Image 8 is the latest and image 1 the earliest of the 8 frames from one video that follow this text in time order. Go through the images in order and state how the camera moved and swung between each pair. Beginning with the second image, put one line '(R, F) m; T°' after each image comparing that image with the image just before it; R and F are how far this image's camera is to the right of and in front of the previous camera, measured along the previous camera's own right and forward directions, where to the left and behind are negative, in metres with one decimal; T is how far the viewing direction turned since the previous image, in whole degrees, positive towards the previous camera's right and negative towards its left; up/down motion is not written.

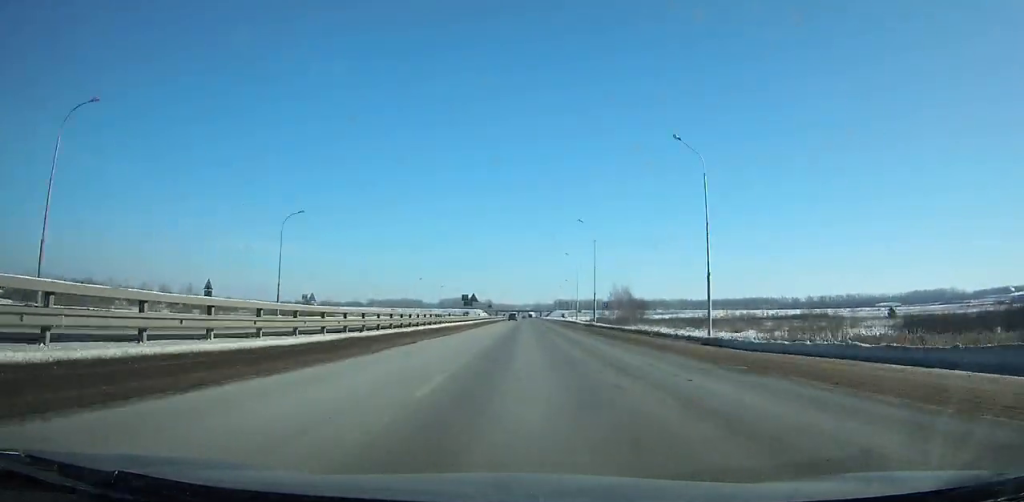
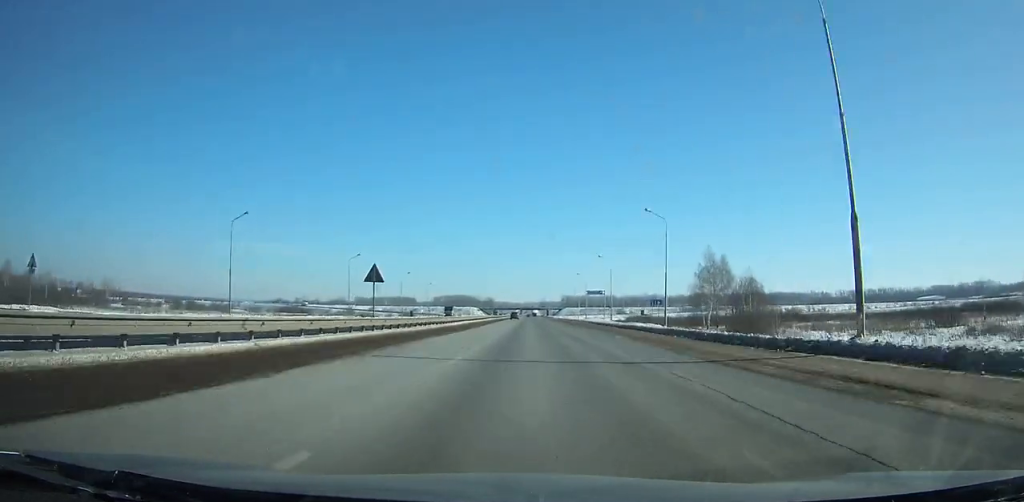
(-0.1, +101.2) m; 0°
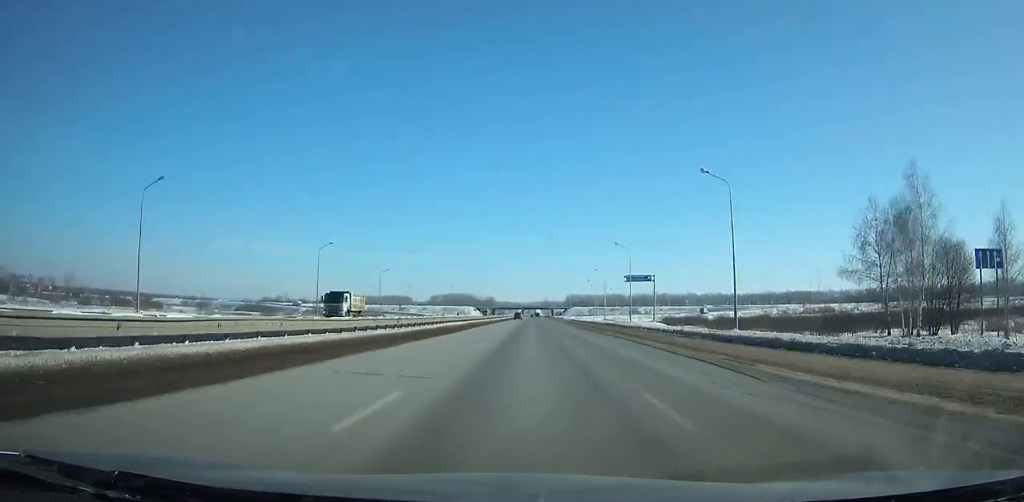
(-0.1, +55.5) m; 0°
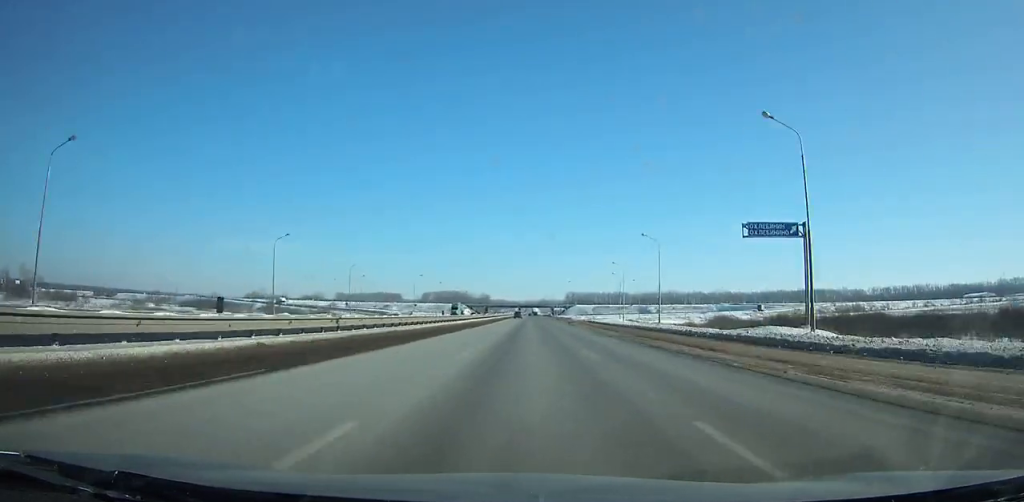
(0.0, +50.4) m; 0°
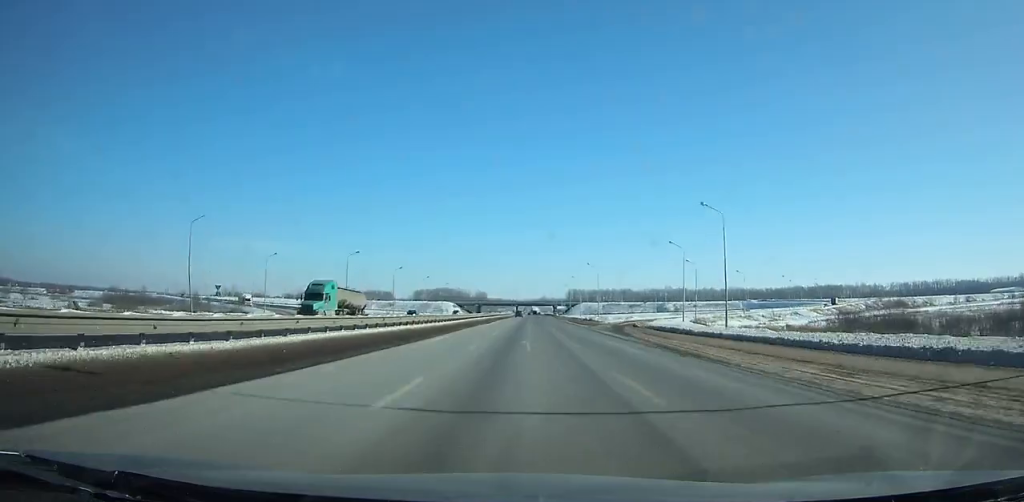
(+0.1, +55.3) m; 0°
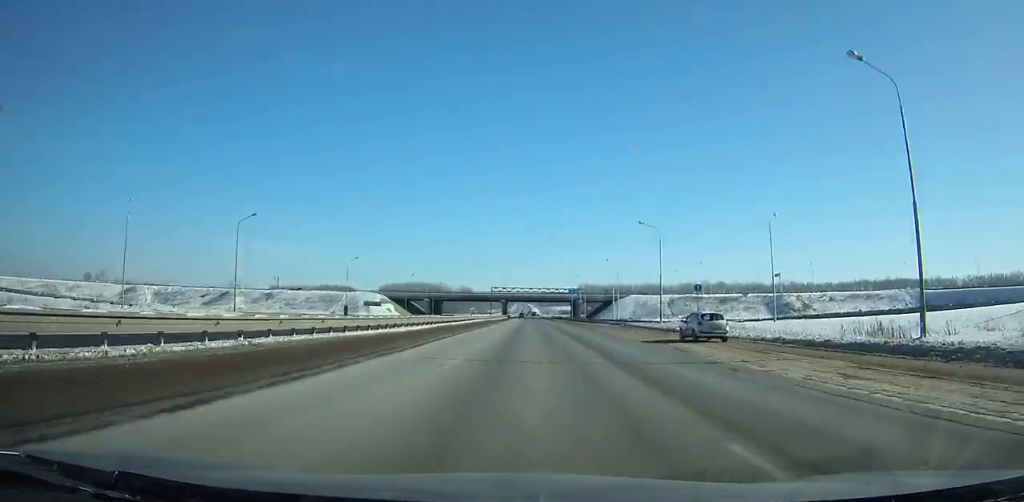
(+0.3, +173.3) m; 0°
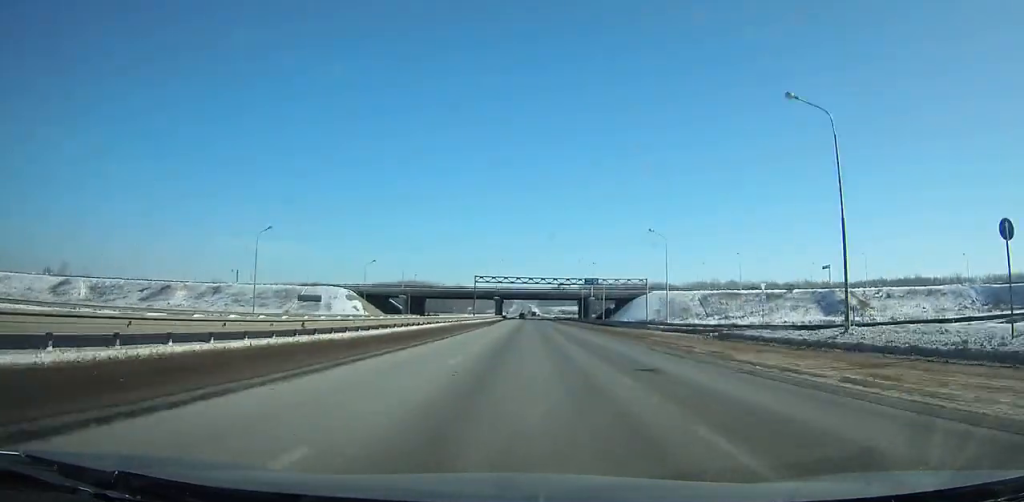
(-0.1, +35.2) m; 0°
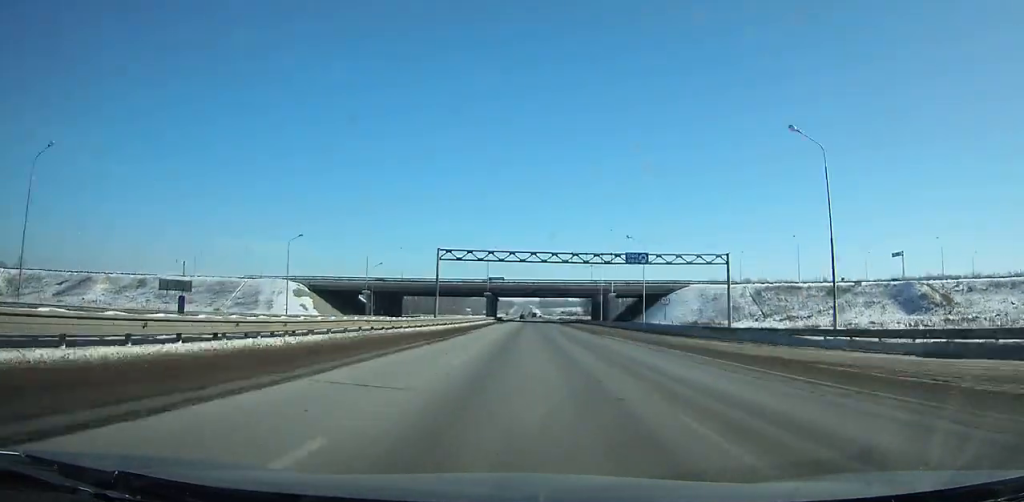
(+0.1, +35.3) m; 0°
